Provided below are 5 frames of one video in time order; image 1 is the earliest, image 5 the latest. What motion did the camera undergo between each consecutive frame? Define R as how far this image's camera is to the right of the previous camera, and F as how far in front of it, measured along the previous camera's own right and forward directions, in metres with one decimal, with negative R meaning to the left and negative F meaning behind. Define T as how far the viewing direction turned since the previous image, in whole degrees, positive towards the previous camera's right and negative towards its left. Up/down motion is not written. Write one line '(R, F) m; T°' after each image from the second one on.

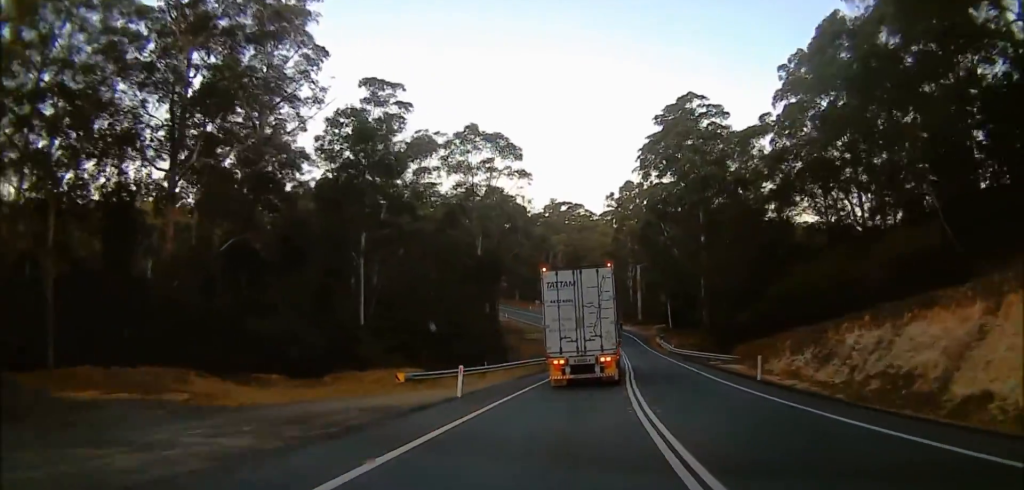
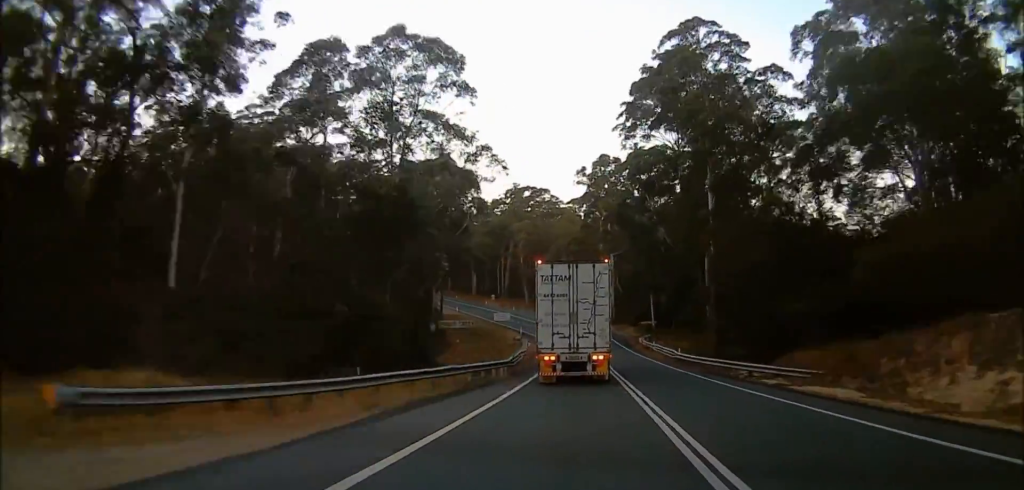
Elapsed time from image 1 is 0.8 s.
(+0.2, +19.5) m; +1°
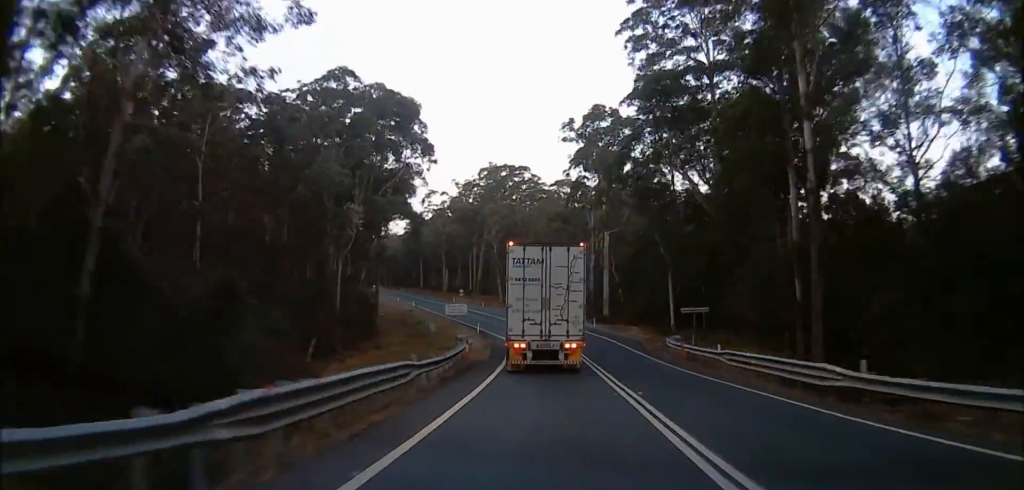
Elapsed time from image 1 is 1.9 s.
(+0.2, +26.3) m; 0°
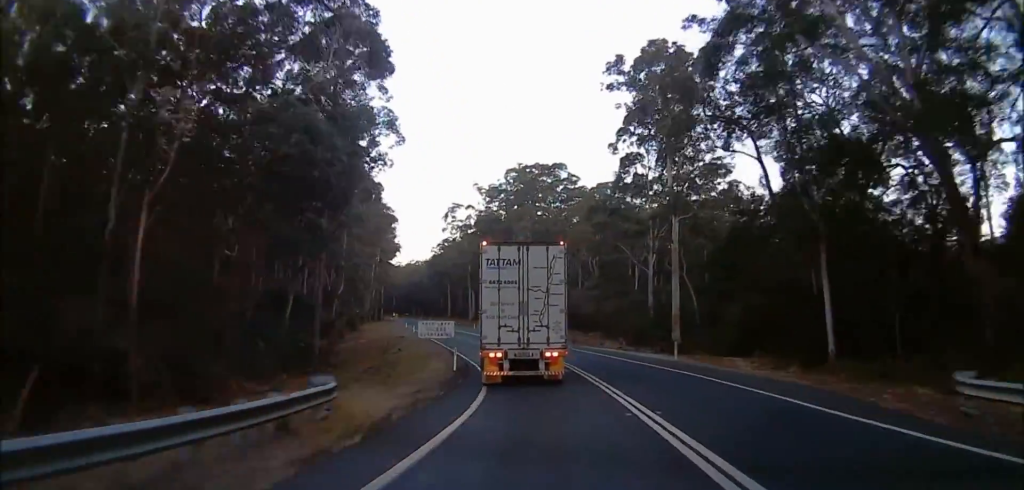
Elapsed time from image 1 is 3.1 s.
(0.0, +27.5) m; 0°
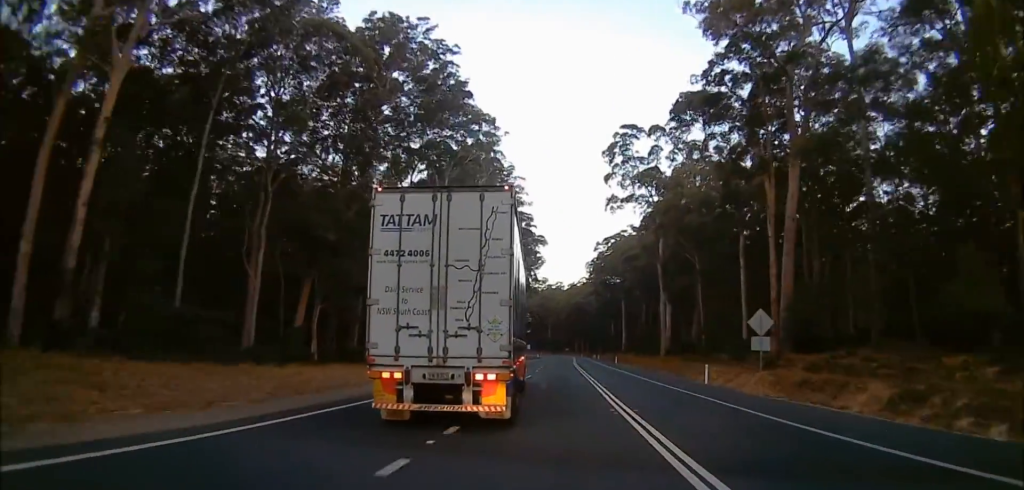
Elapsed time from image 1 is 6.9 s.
(-15.3, +91.5) m; -13°
